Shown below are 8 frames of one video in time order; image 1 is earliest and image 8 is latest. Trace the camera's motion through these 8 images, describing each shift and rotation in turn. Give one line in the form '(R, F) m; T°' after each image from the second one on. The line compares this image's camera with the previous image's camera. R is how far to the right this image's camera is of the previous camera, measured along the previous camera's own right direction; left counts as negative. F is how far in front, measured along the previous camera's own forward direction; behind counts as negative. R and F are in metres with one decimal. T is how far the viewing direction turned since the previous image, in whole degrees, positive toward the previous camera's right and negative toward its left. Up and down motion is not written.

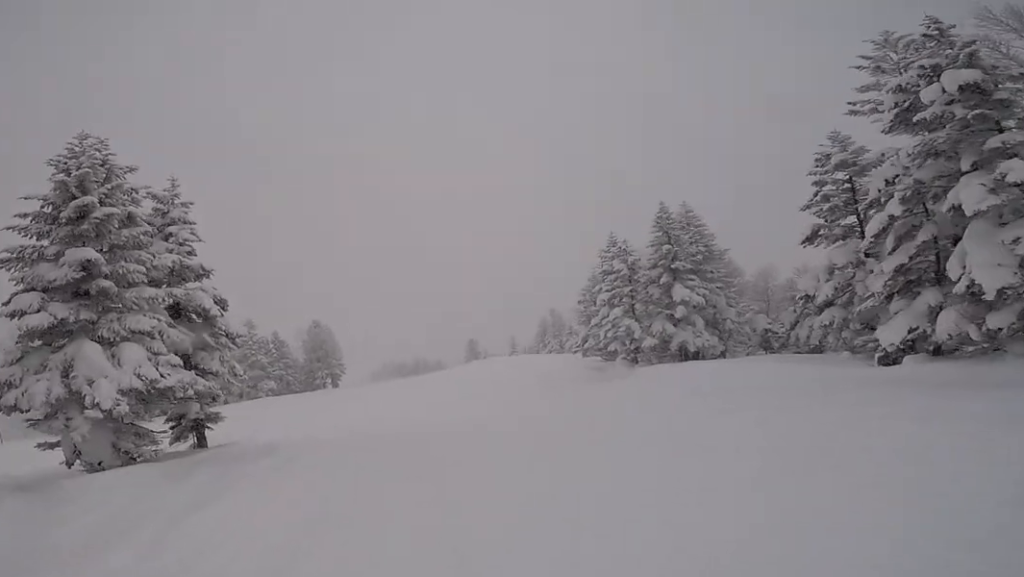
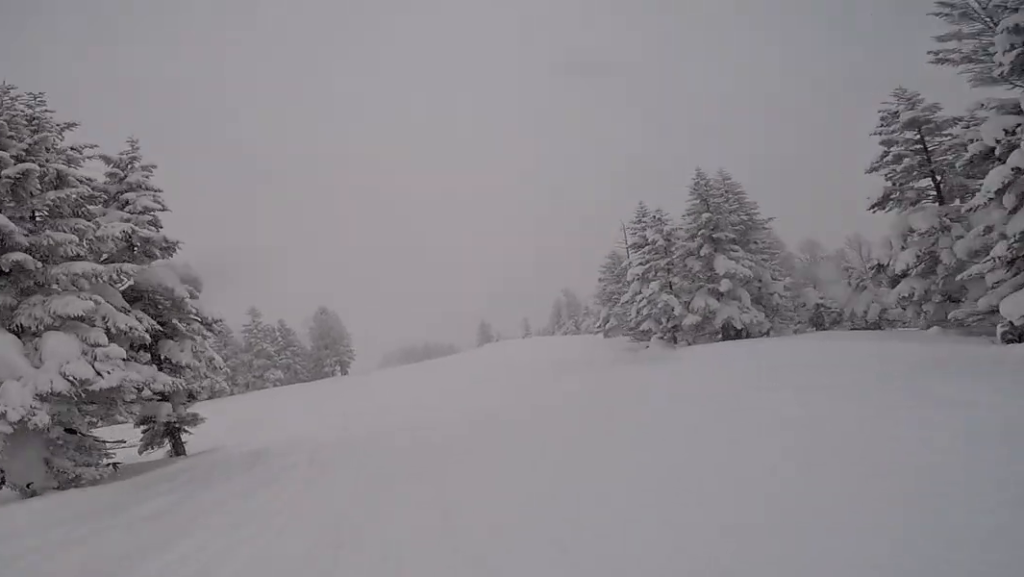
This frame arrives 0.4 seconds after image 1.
(+0.1, +2.4) m; +4°
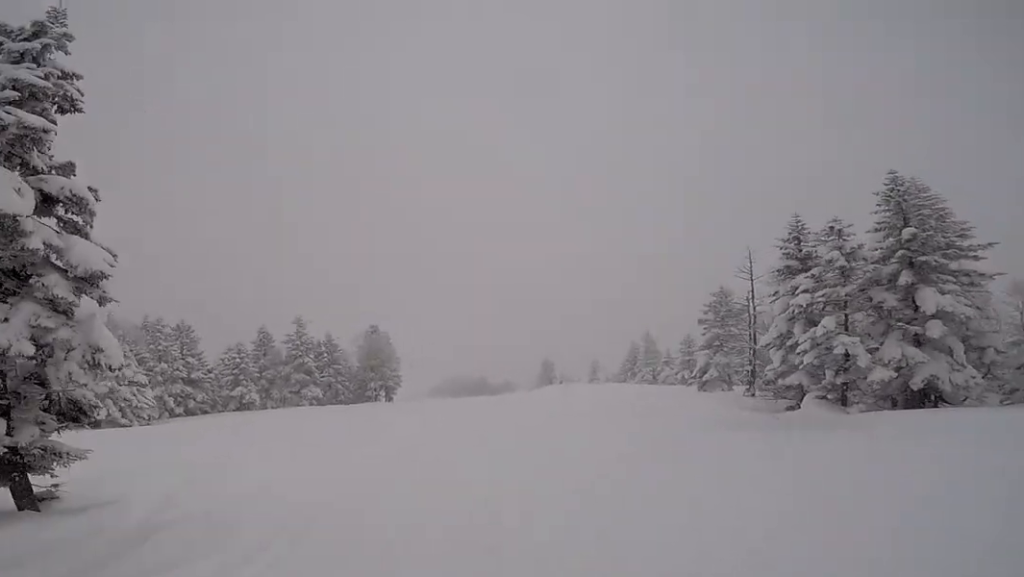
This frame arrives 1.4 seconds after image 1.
(+0.1, +6.2) m; -8°
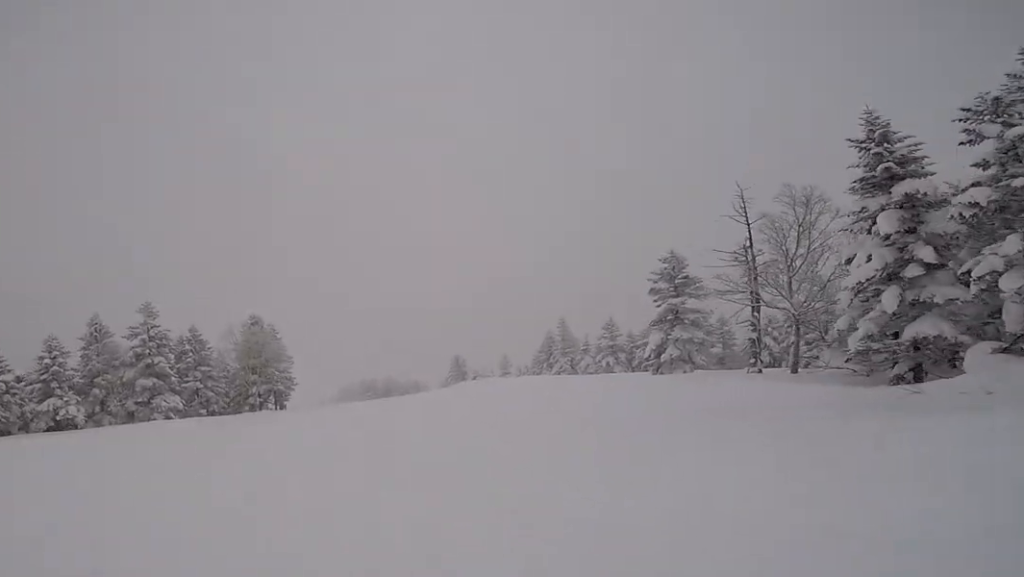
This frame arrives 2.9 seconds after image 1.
(+0.4, +9.1) m; +8°
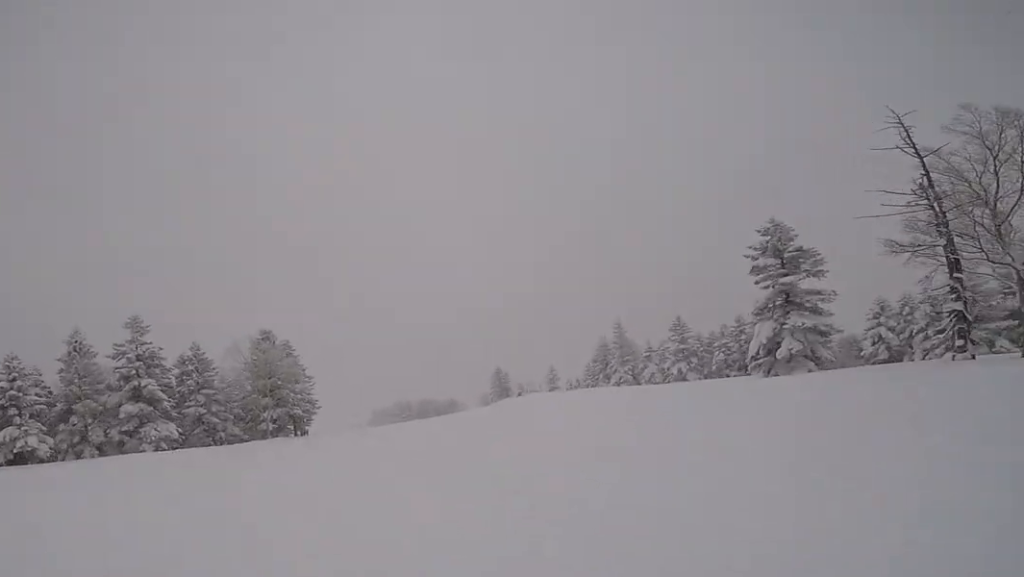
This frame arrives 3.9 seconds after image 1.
(+0.1, +6.0) m; -4°
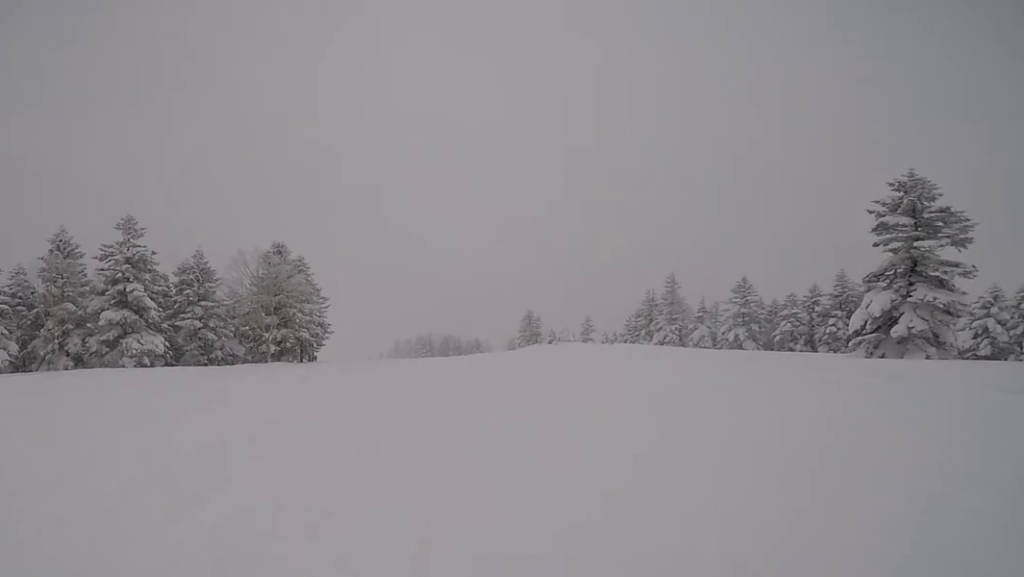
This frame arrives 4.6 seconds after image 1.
(-0.7, +4.0) m; -3°
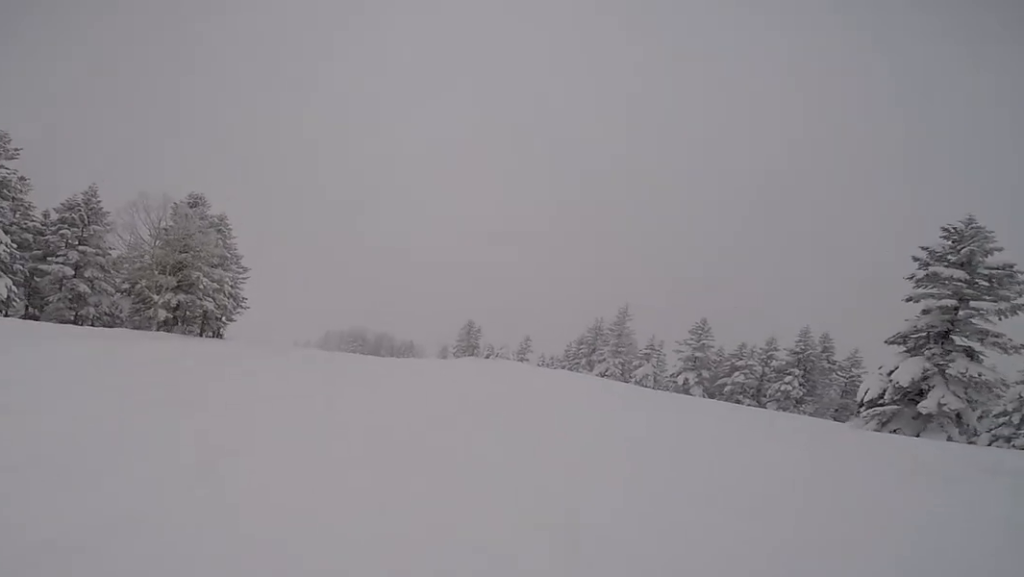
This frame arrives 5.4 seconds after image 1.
(+0.7, +5.3) m; +7°
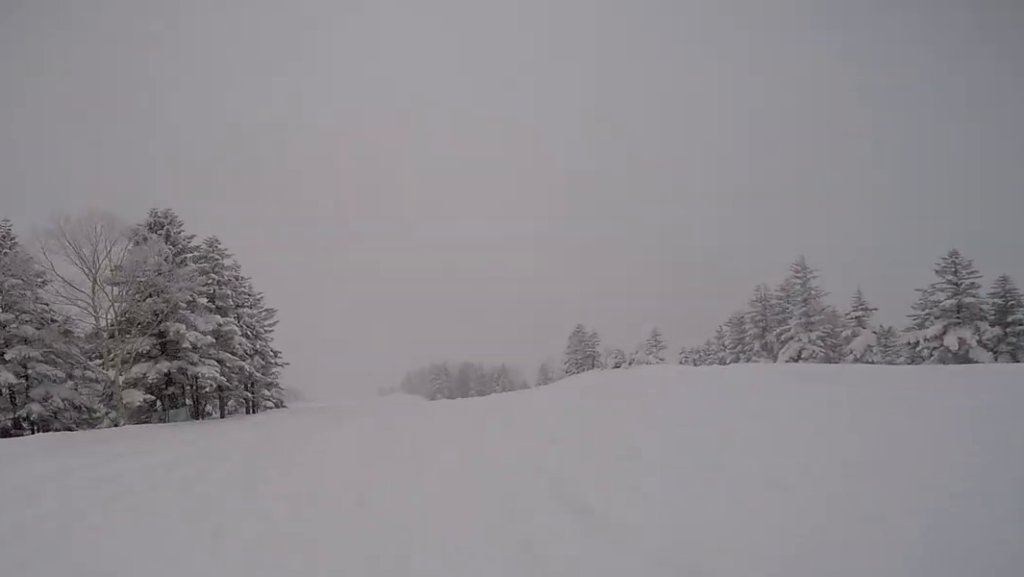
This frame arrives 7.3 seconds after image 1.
(0.0, +11.0) m; 0°
